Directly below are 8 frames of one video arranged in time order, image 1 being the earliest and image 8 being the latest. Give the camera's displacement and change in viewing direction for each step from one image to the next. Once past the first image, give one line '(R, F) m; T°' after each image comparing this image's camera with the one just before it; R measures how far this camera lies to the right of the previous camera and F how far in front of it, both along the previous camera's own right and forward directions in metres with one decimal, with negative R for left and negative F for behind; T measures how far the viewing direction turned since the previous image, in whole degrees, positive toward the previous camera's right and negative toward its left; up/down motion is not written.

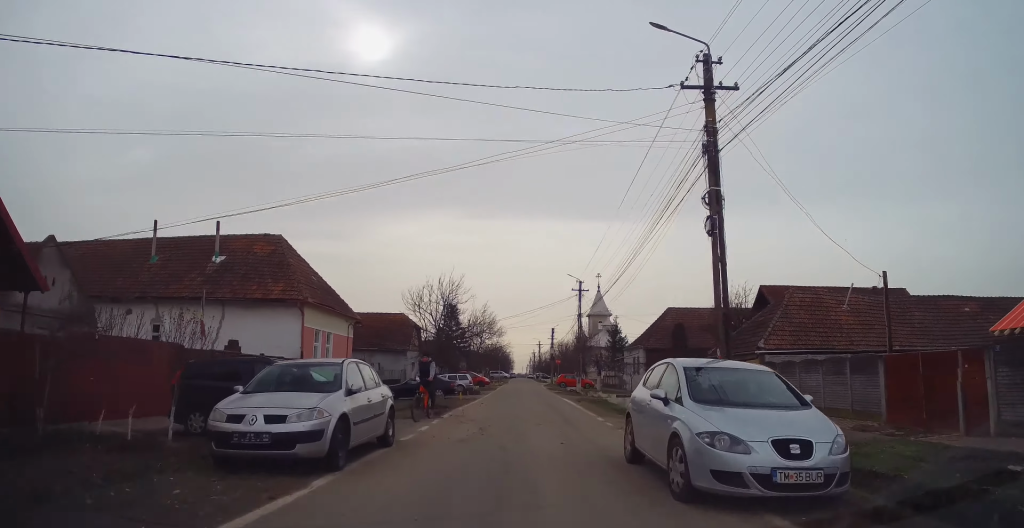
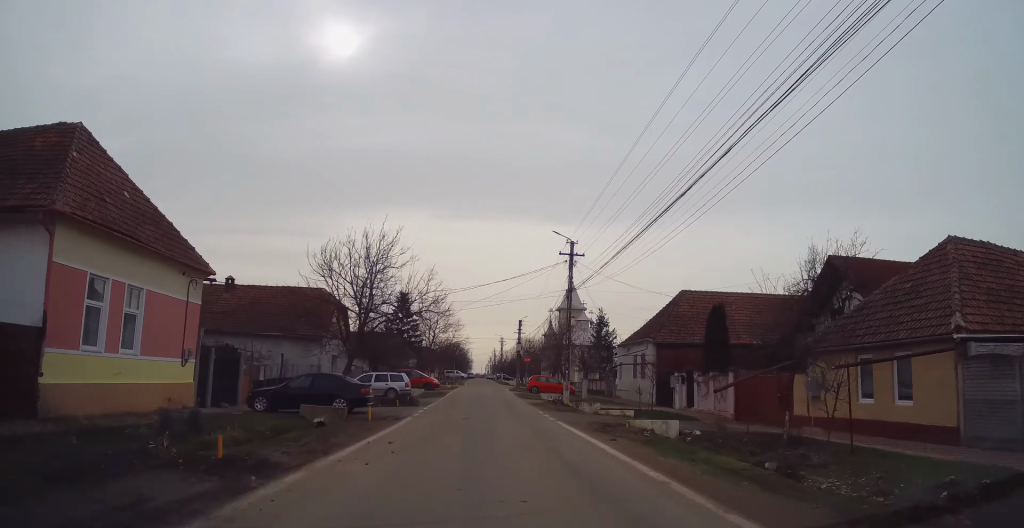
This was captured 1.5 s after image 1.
(+0.2, +15.2) m; +3°
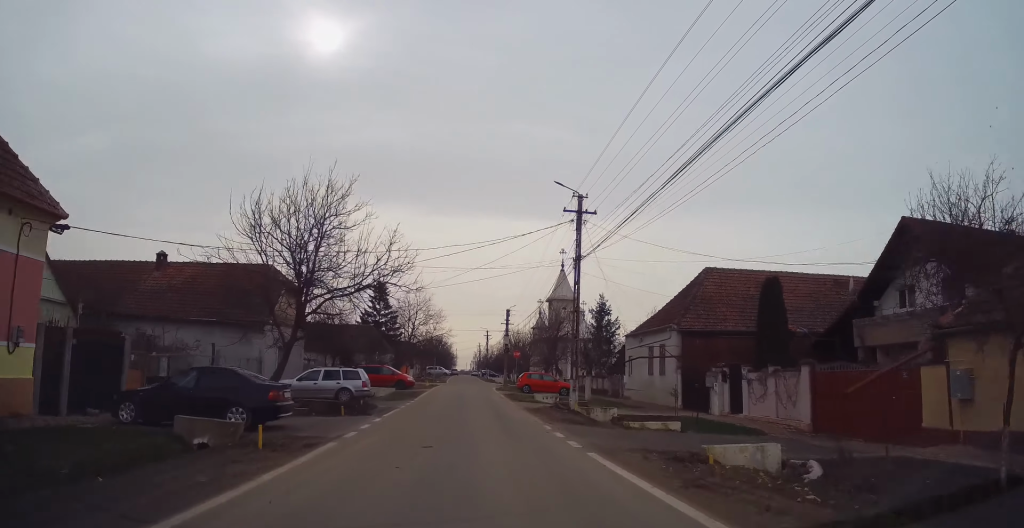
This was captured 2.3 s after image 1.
(+0.1, +7.6) m; +1°
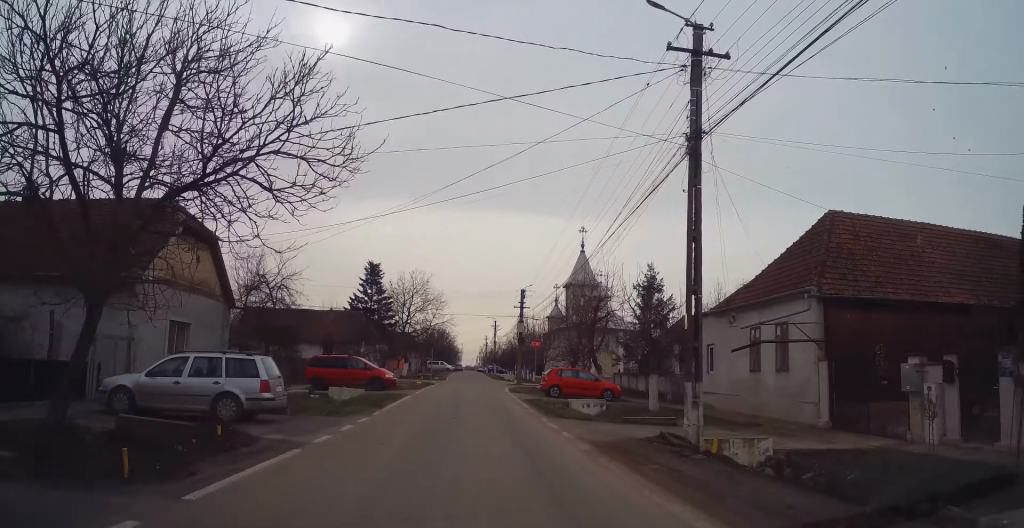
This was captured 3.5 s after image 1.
(0.0, +12.9) m; -2°
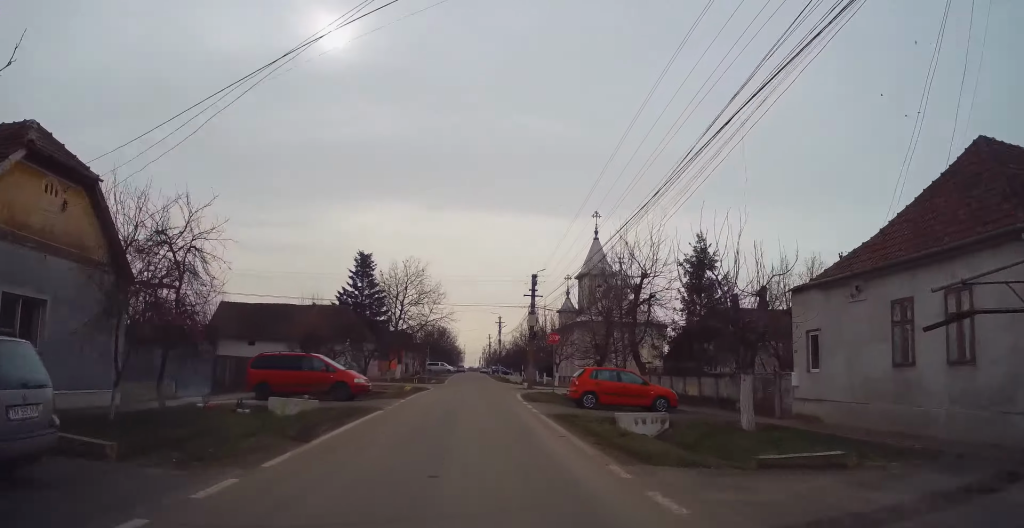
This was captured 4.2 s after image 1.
(-0.2, +8.3) m; -1°
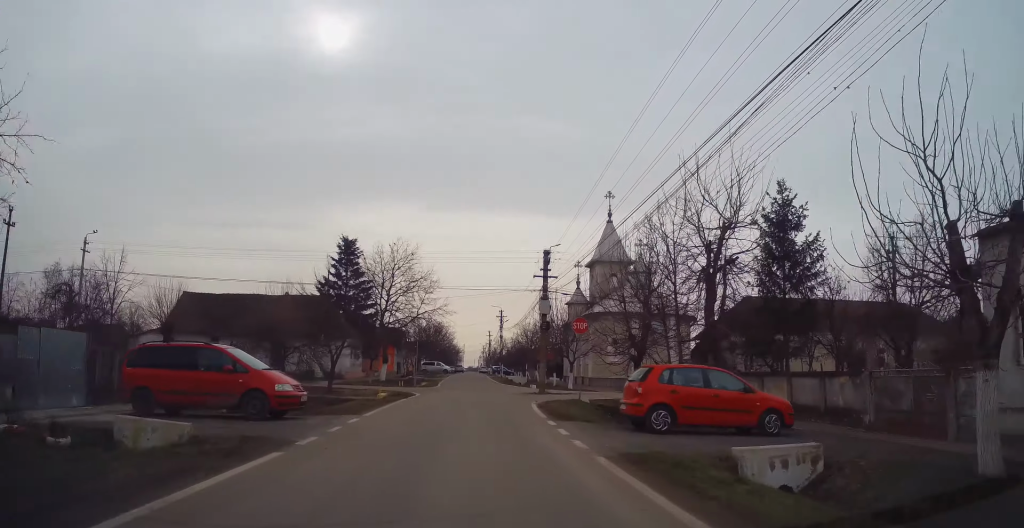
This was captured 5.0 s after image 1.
(-0.1, +8.5) m; 0°
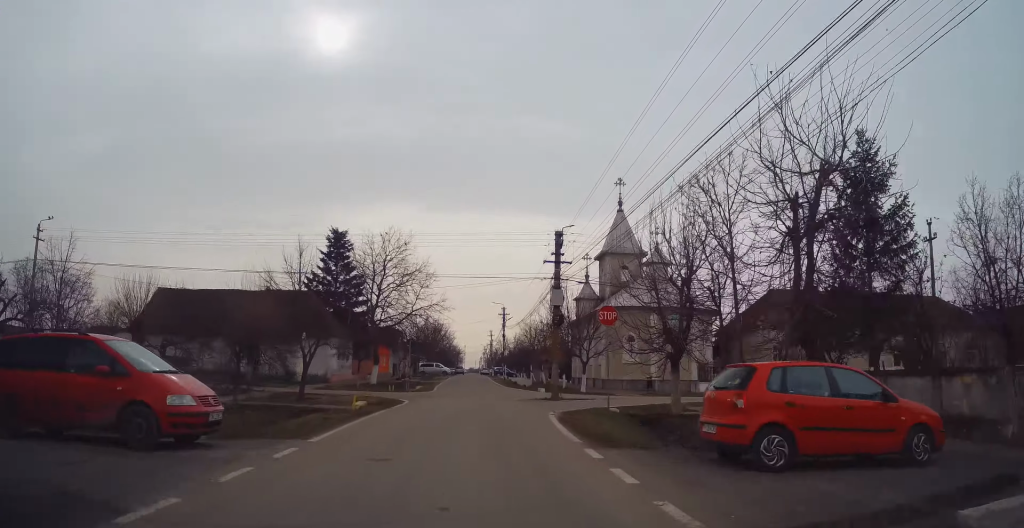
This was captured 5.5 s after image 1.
(+0.1, +4.9) m; +1°
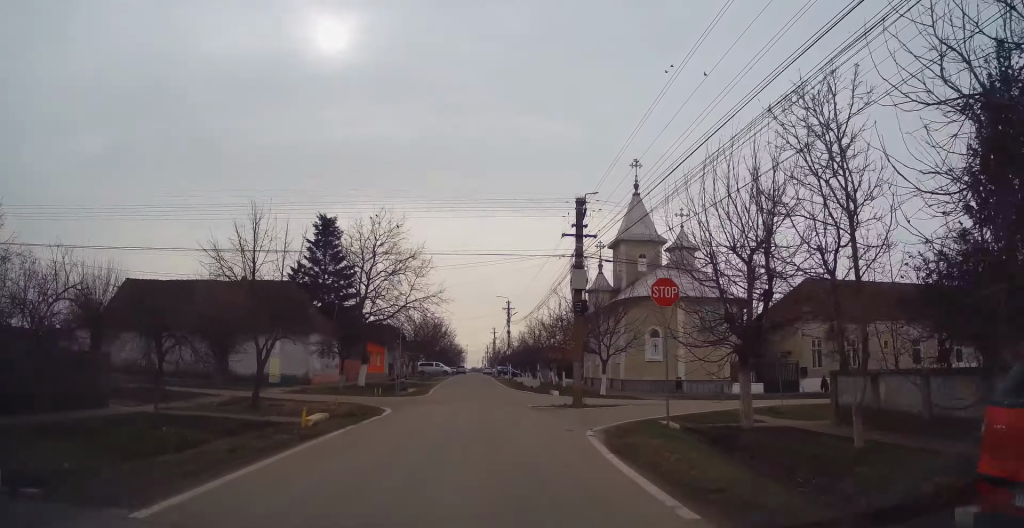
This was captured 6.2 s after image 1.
(0.0, +5.9) m; +1°
